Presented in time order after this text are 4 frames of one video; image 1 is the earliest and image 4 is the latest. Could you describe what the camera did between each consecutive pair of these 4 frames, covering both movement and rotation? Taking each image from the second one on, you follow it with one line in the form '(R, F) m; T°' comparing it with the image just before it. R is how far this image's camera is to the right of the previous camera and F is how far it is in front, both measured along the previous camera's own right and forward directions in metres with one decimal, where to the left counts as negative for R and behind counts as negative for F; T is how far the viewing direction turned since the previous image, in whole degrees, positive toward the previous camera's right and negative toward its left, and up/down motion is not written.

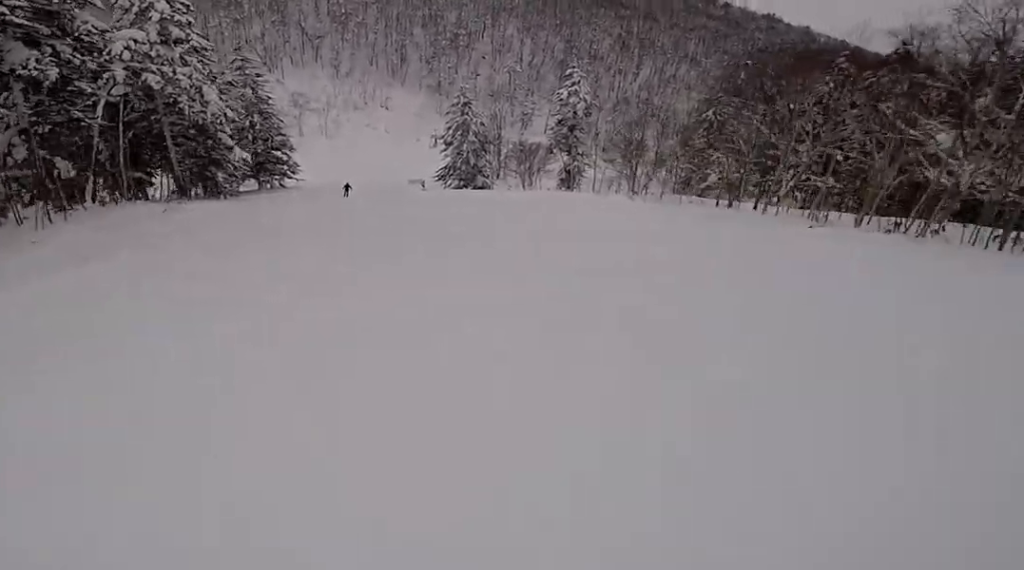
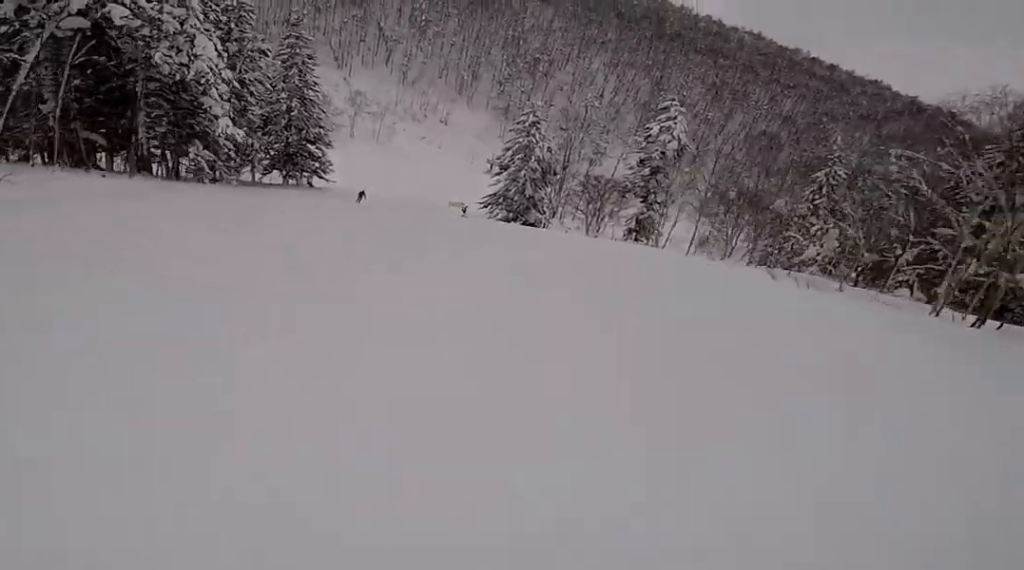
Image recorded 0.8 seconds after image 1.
(+0.6, +11.3) m; -3°
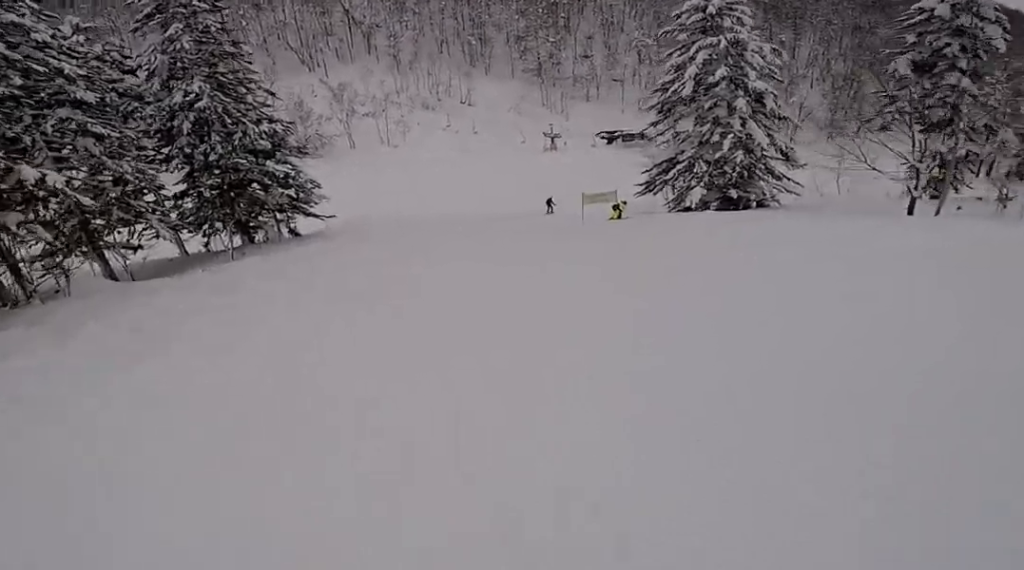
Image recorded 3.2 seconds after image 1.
(-8.0, +32.7) m; -13°
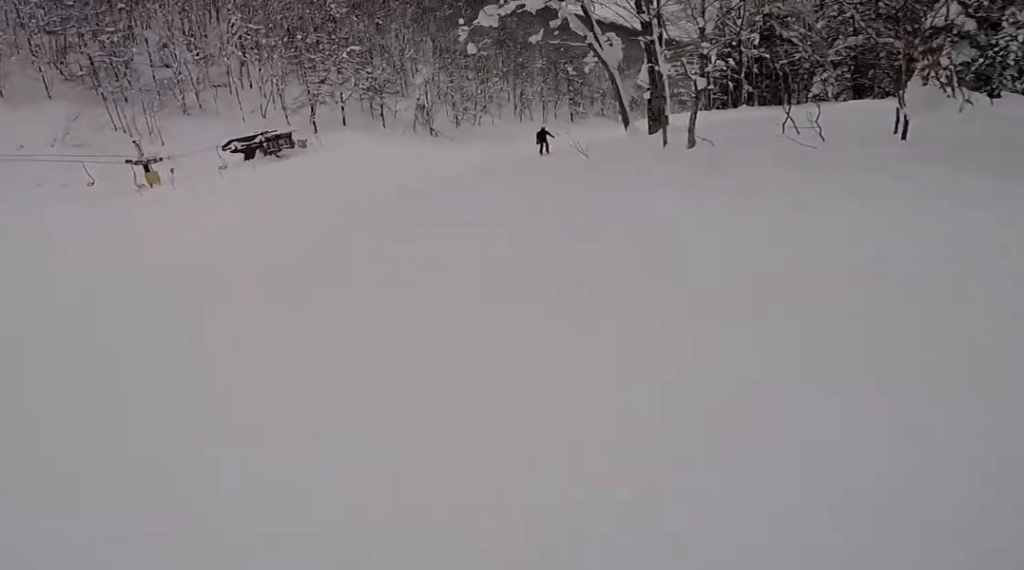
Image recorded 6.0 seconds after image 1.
(+14.8, +35.7) m; +45°
